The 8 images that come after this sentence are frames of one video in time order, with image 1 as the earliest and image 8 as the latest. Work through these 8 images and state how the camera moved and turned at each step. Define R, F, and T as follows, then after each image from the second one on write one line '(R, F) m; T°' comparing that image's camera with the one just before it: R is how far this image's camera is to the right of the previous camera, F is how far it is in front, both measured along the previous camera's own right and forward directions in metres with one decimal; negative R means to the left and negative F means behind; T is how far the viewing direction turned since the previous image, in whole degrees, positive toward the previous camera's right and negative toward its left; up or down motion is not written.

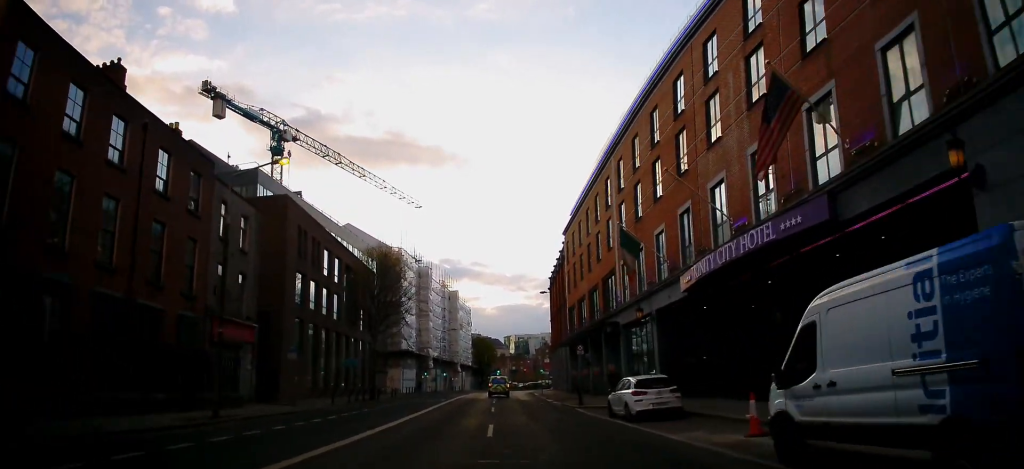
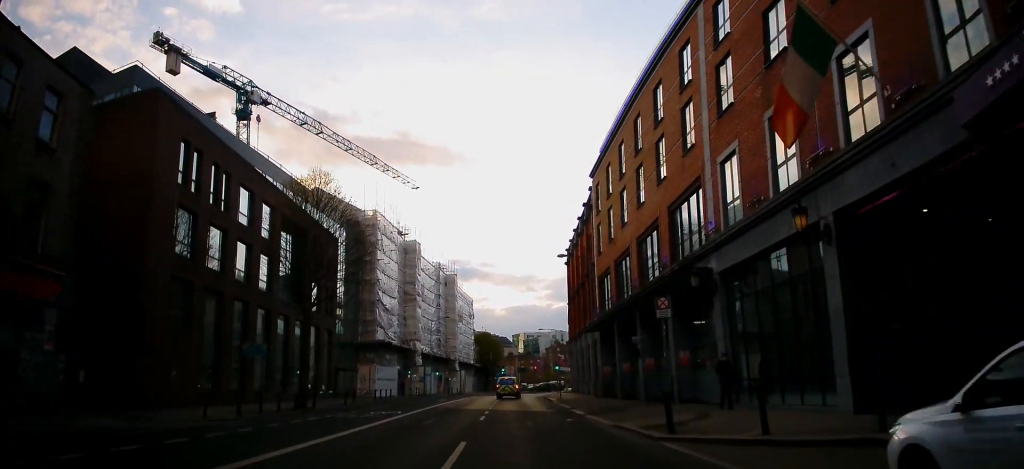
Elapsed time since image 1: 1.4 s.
(+0.9, +17.2) m; +2°
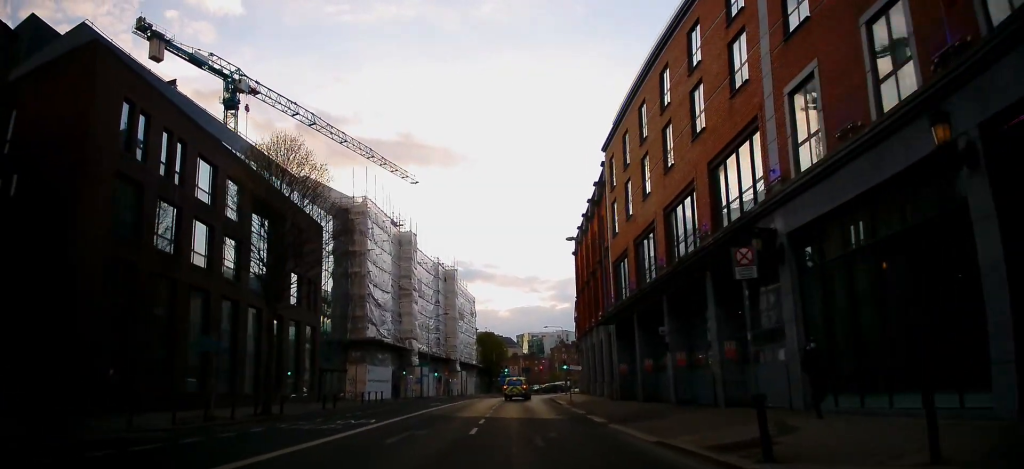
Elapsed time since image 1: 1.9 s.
(-0.2, +5.3) m; -1°
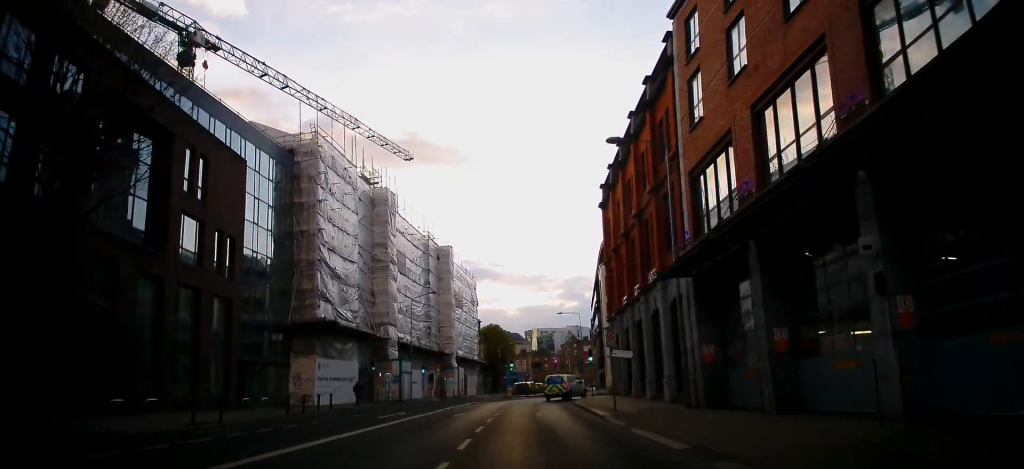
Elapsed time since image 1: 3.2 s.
(-0.5, +15.3) m; -1°
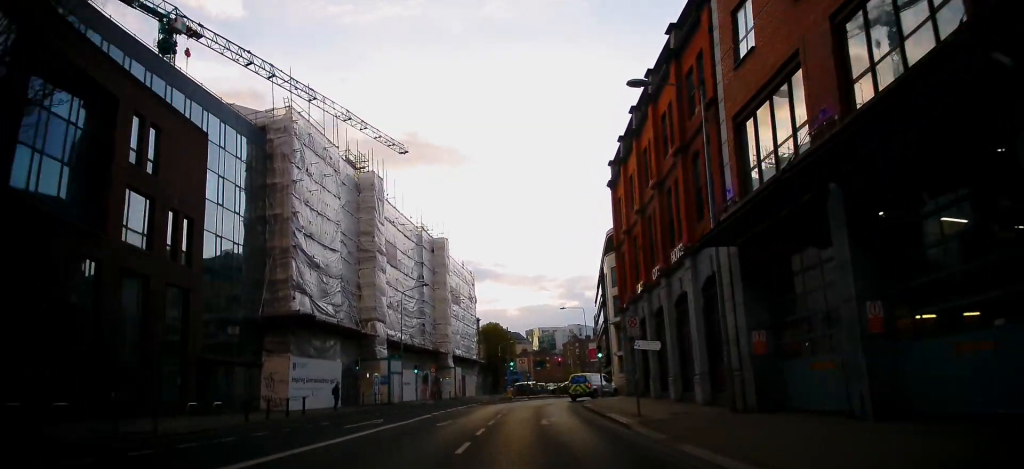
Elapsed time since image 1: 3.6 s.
(0.0, +4.7) m; +1°
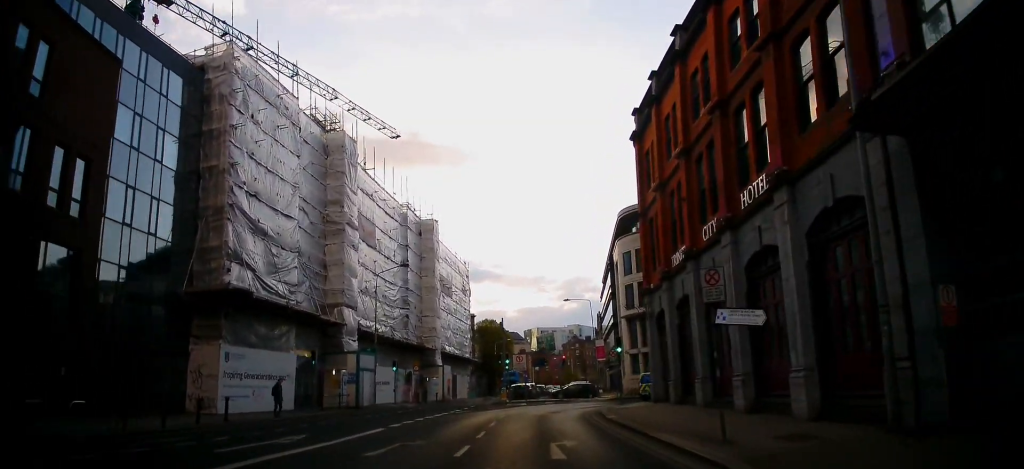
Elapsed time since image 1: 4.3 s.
(+0.2, +8.6) m; +1°
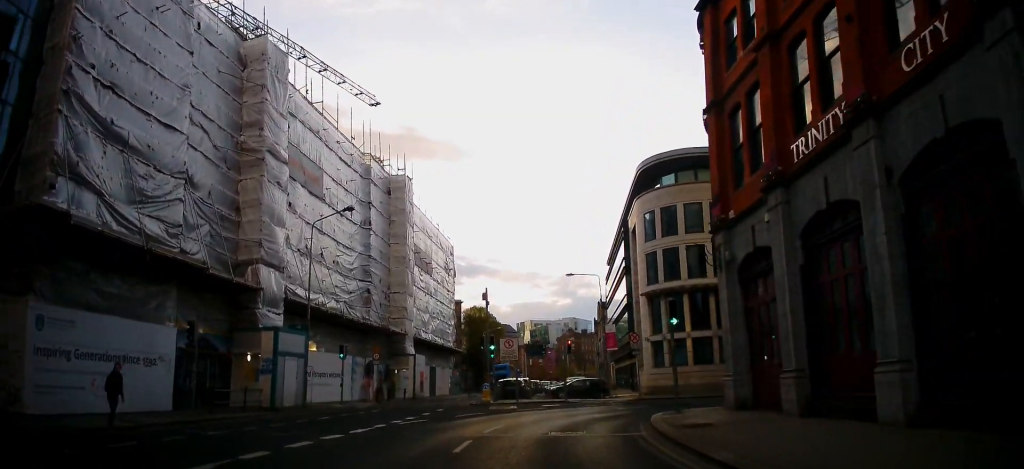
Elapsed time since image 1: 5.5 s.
(+0.1, +12.5) m; +1°
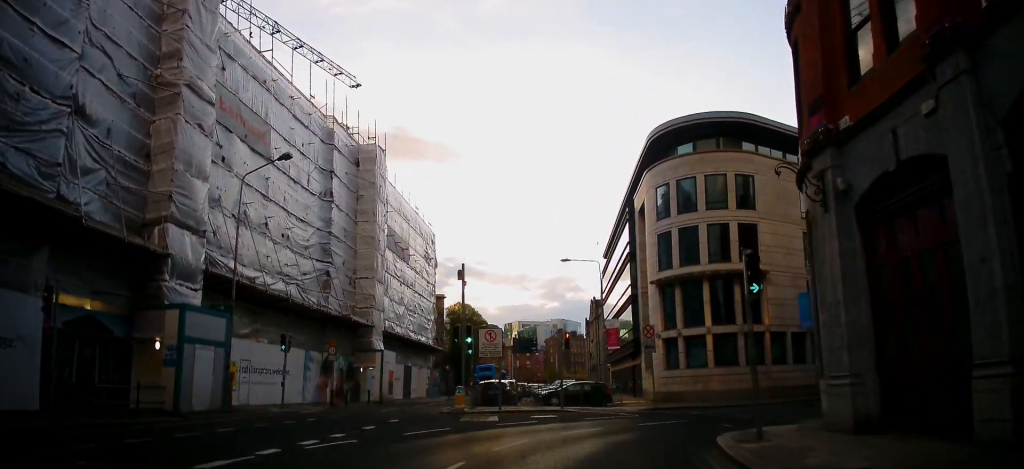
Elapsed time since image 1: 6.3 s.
(+0.1, +7.9) m; +2°
